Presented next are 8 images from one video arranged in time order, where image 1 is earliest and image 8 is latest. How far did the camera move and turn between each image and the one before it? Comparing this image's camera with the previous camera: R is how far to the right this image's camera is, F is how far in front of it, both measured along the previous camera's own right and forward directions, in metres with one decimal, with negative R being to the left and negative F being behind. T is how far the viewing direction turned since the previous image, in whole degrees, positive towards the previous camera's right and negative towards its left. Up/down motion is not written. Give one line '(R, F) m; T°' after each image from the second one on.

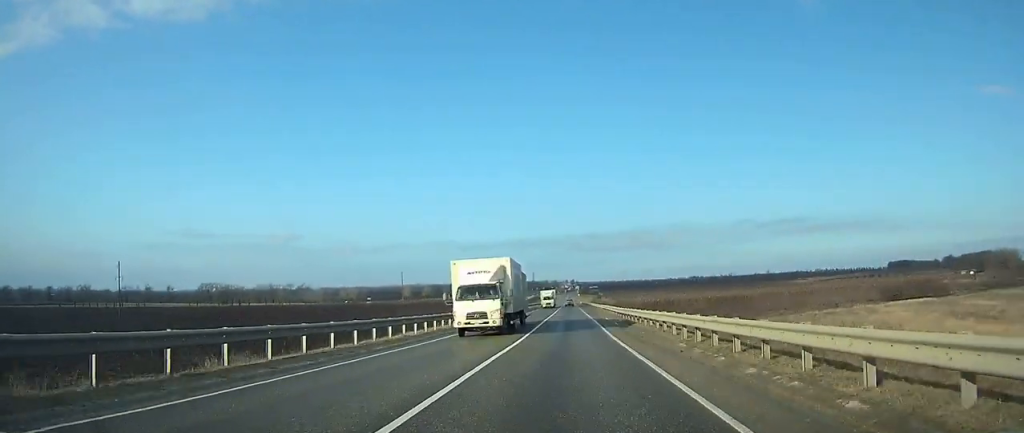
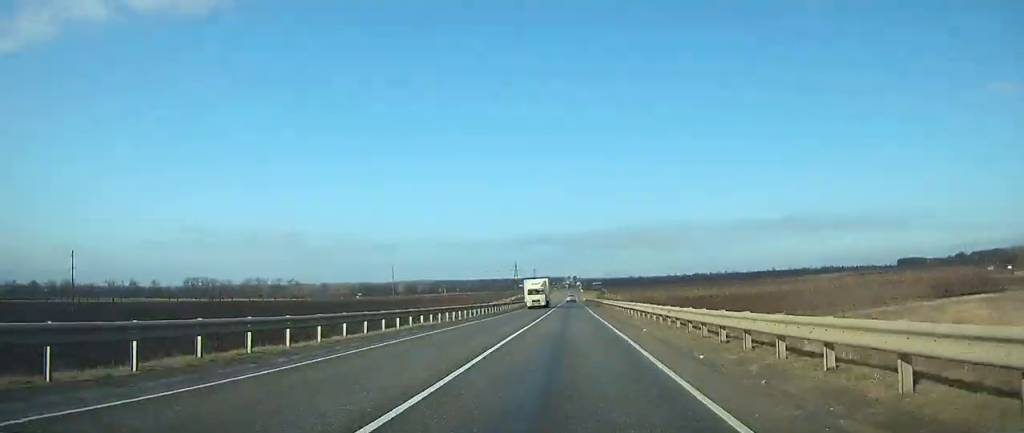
(0.0, +21.5) m; 0°
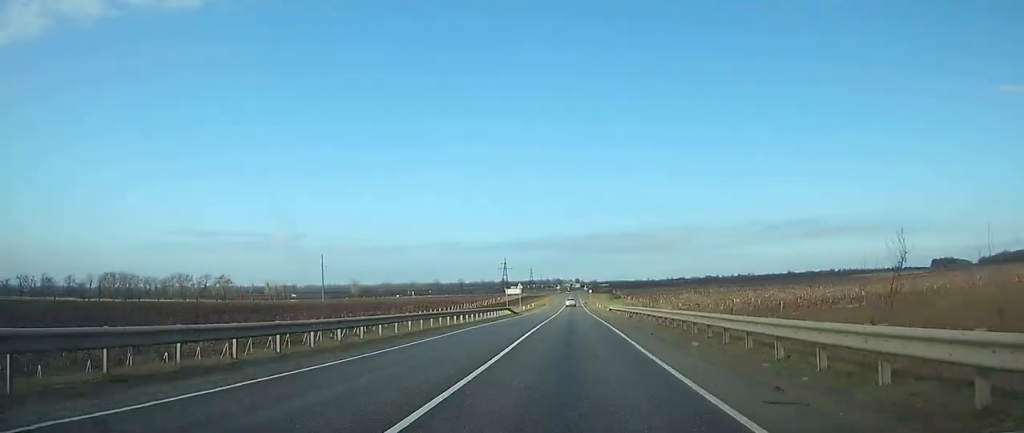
(-0.4, +96.3) m; 0°
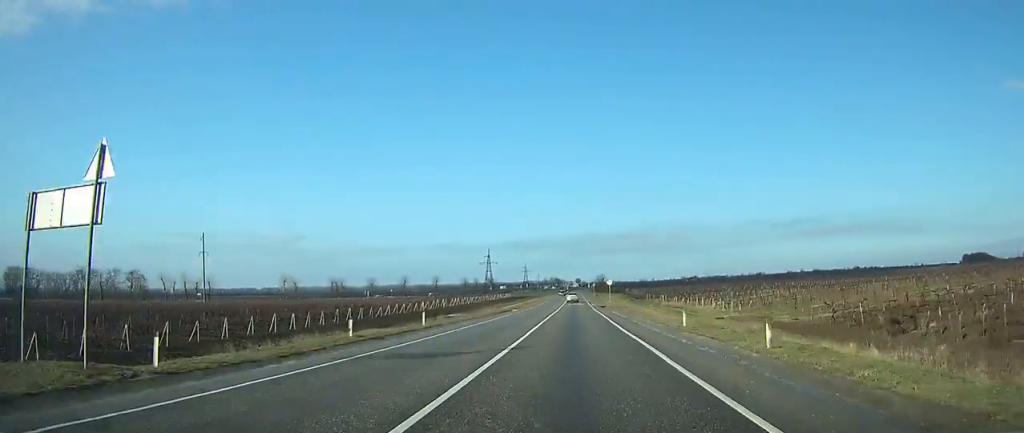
(+0.4, +81.8) m; 0°
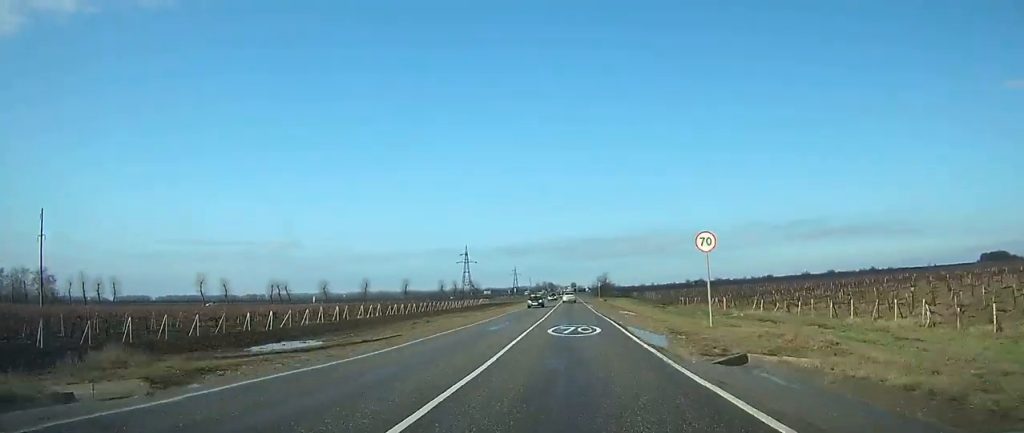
(+0.1, +56.2) m; 0°
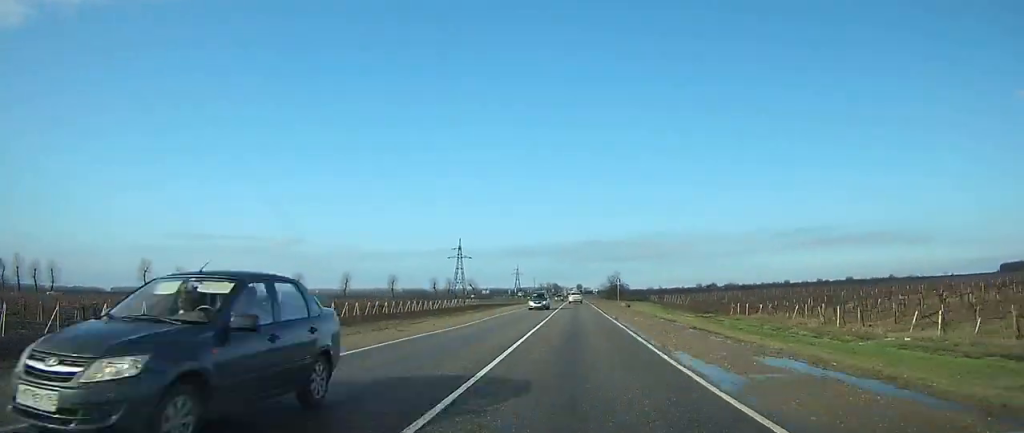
(0.0, +31.5) m; 0°
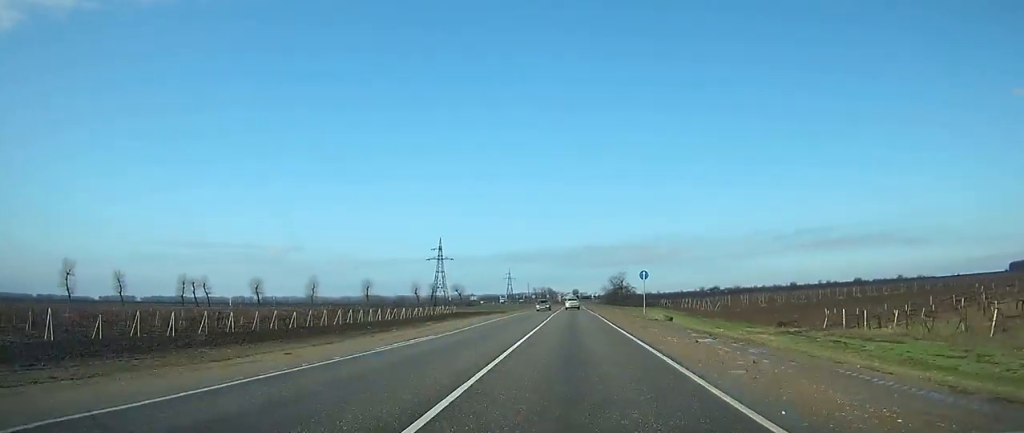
(+0.1, +28.9) m; 0°
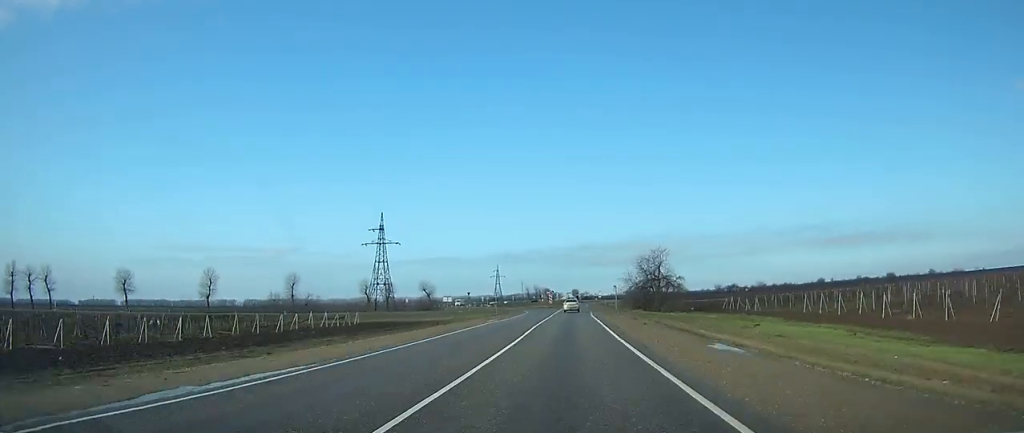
(0.0, +65.0) m; 0°
